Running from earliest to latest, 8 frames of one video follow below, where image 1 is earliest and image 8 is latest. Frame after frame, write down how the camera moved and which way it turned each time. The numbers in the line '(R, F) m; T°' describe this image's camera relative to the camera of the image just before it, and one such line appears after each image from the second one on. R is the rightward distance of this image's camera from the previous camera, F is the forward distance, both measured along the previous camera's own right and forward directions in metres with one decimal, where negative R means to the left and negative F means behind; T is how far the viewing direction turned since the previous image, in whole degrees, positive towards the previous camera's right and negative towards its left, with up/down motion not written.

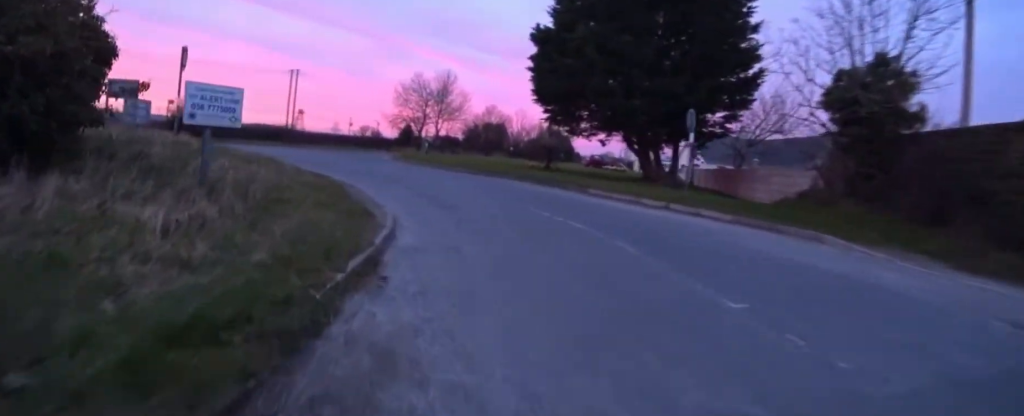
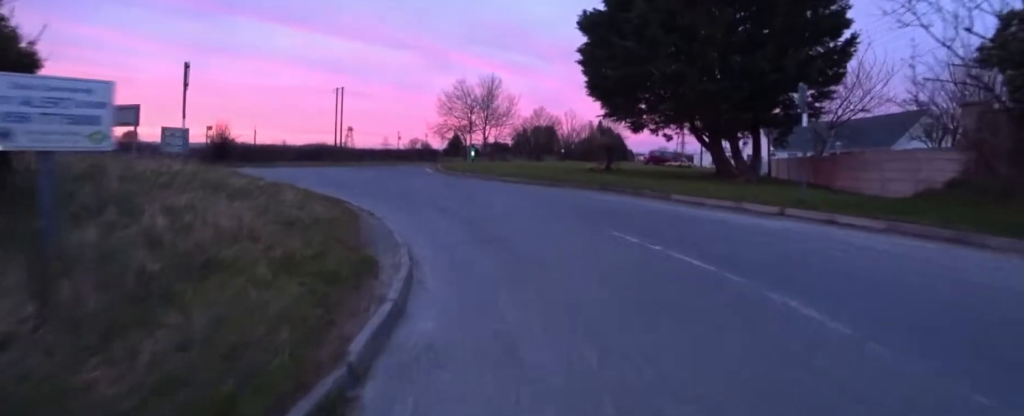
(0.0, +2.2) m; -5°
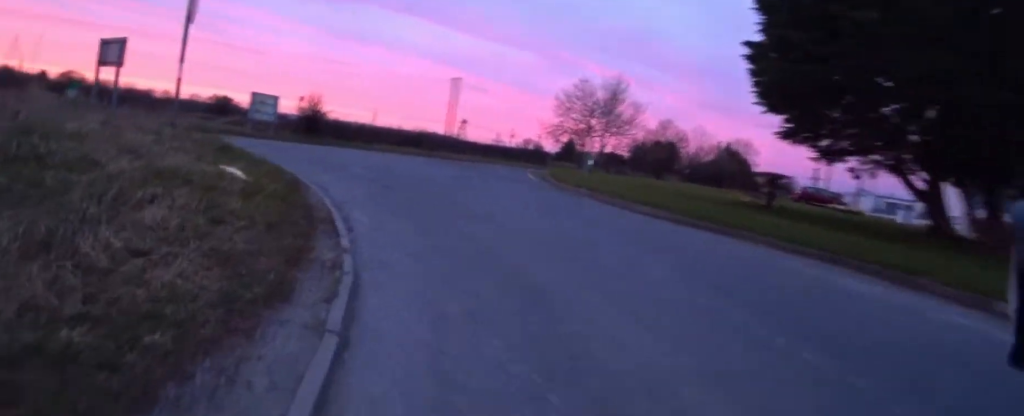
(-0.5, +3.2) m; -21°
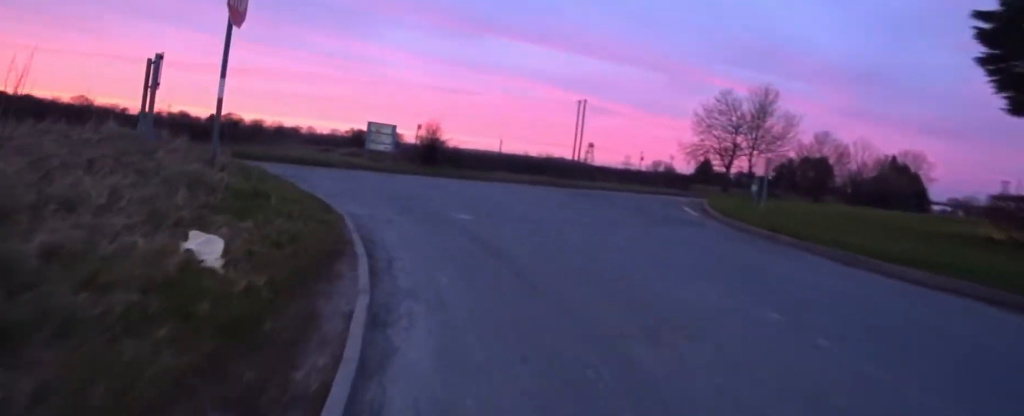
(-0.1, +2.2) m; -11°
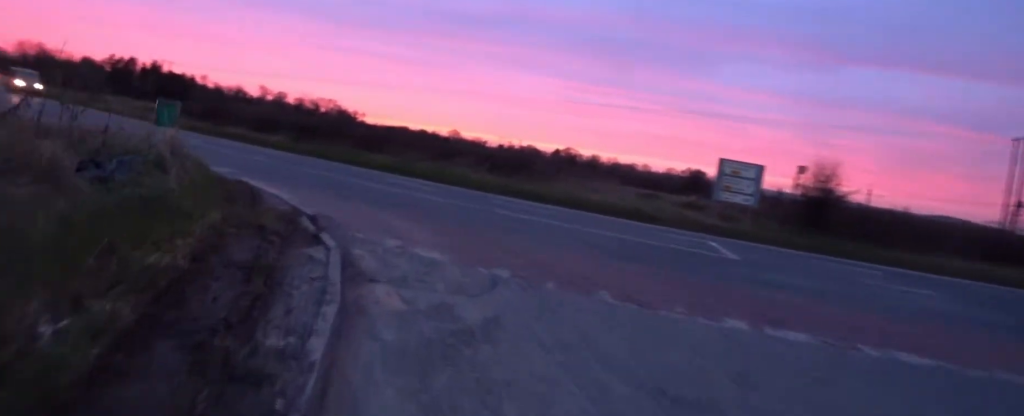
(-3.5, +6.5) m; -45°
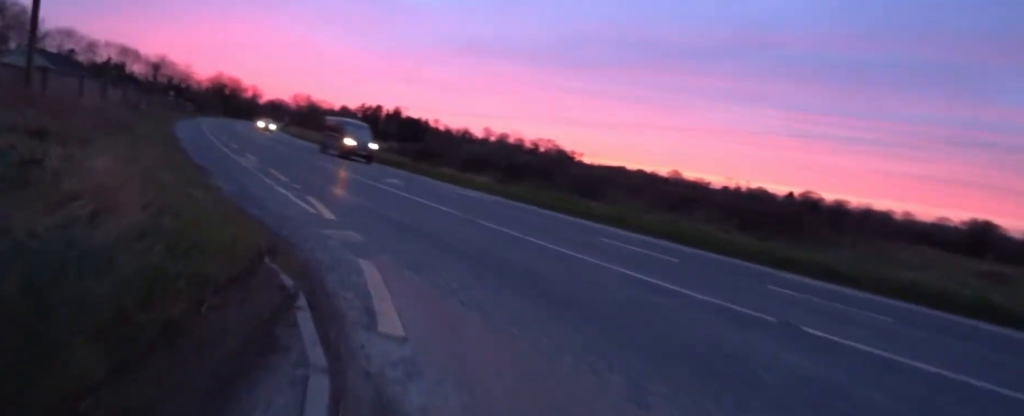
(-0.2, +3.7) m; -29°
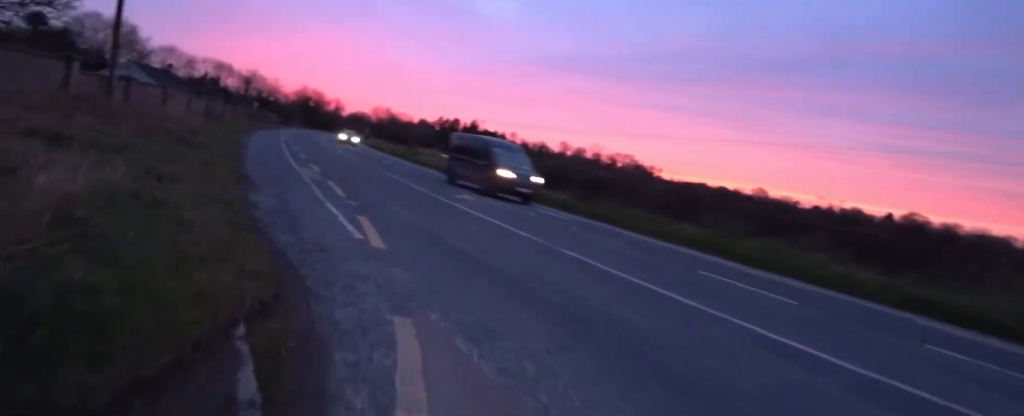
(-0.4, +1.6) m; -16°
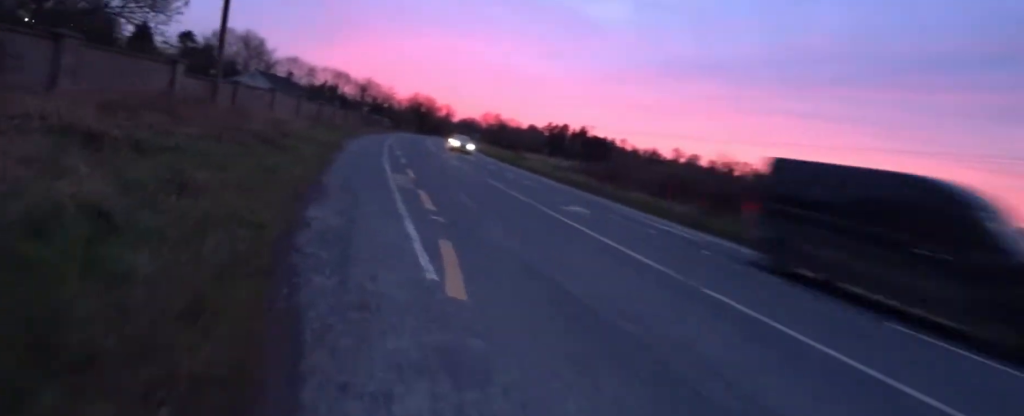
(-0.3, +2.0) m; -9°
